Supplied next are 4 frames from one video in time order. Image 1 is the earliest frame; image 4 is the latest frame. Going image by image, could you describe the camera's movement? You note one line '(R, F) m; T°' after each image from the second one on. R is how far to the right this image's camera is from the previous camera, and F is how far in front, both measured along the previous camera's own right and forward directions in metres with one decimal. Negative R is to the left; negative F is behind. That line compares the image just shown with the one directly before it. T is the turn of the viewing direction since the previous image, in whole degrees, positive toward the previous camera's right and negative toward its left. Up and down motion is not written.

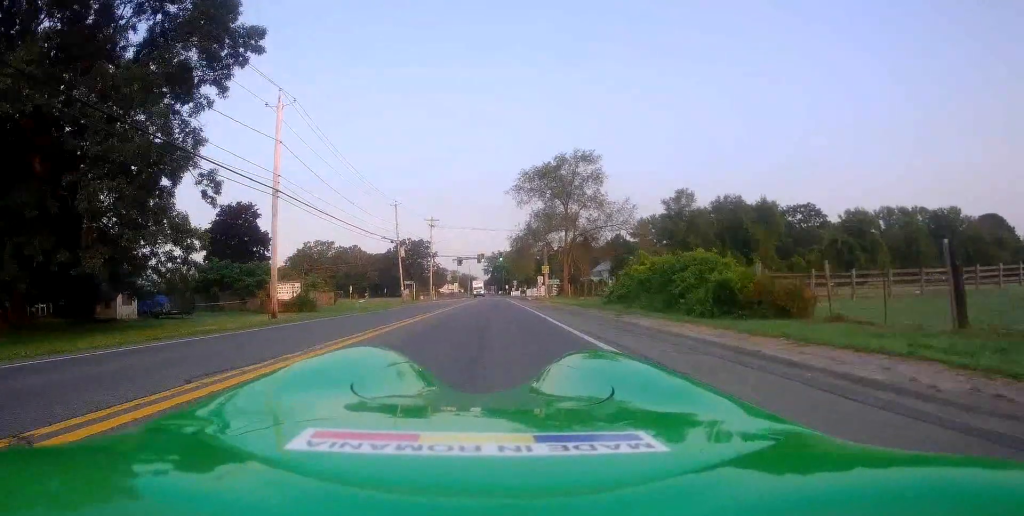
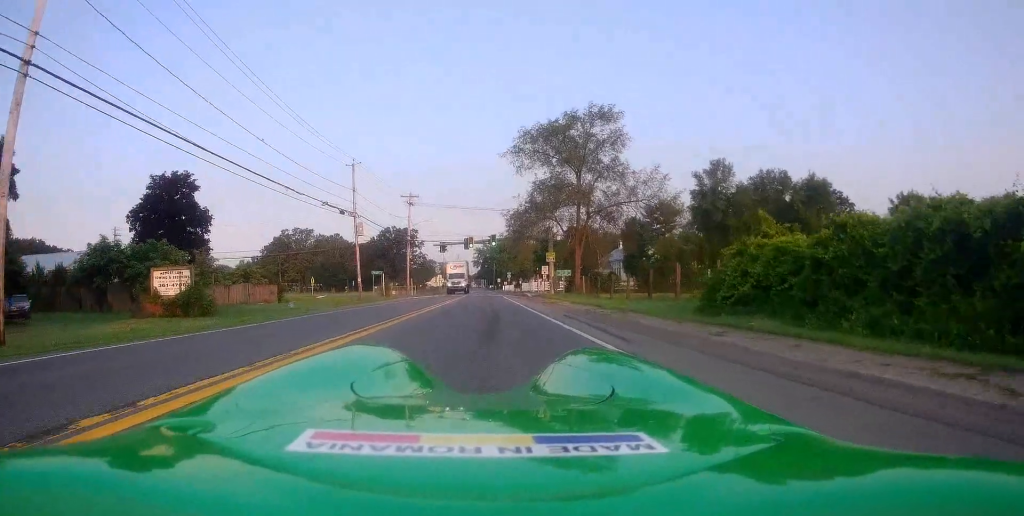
(+1.0, +16.4) m; +3°
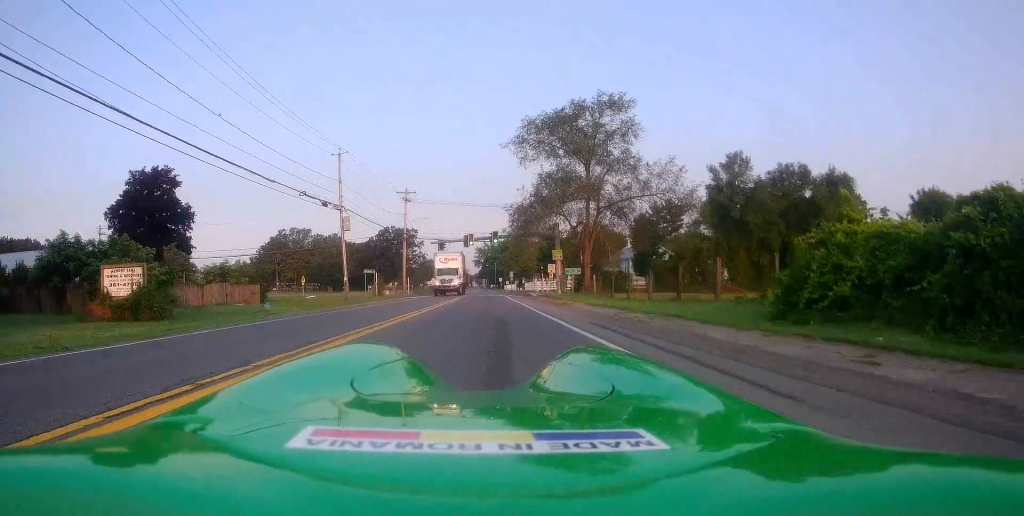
(-0.3, +4.8) m; -3°
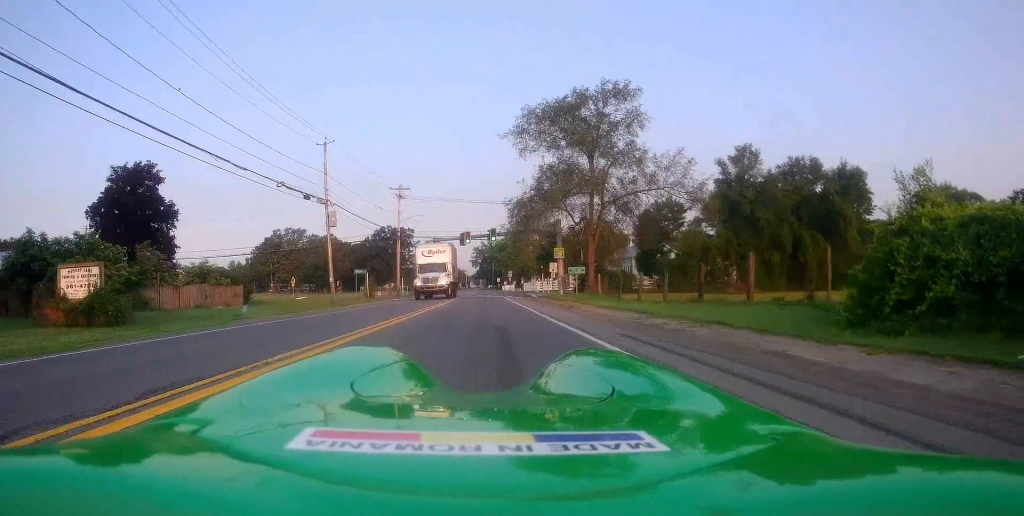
(0.0, +3.2) m; 0°
